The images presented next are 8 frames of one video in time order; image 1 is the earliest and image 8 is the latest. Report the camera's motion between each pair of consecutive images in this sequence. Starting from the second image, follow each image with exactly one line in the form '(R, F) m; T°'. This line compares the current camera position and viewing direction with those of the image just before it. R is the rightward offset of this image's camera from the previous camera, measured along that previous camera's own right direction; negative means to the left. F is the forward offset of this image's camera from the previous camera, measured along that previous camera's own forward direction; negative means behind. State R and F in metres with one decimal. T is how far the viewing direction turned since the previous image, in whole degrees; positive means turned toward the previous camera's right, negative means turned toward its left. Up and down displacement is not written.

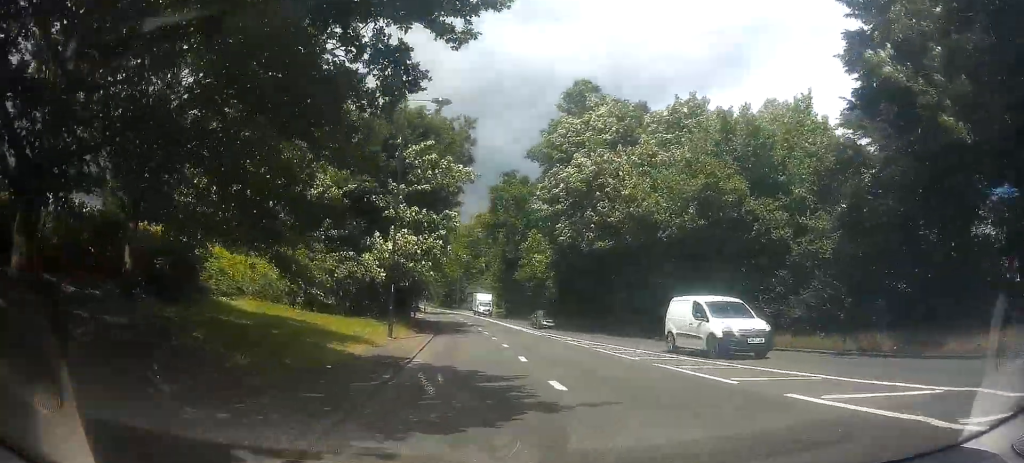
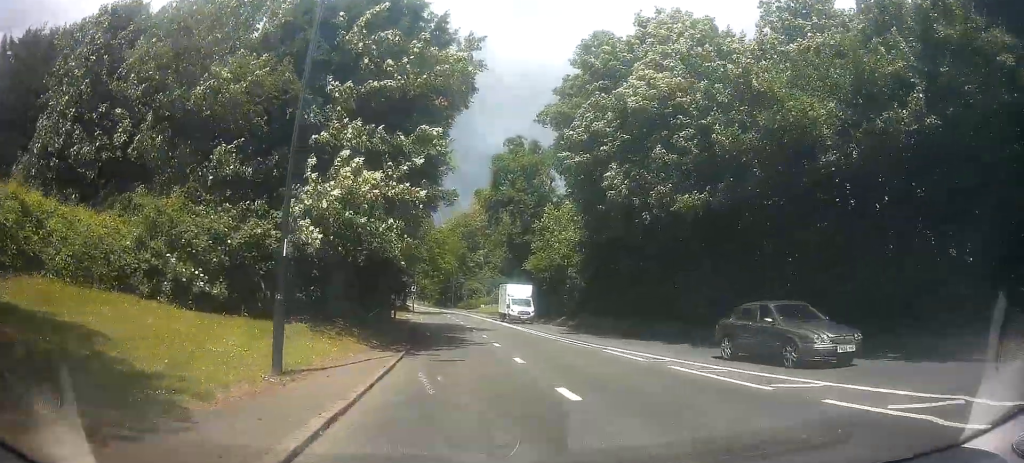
(-0.1, +13.0) m; +1°
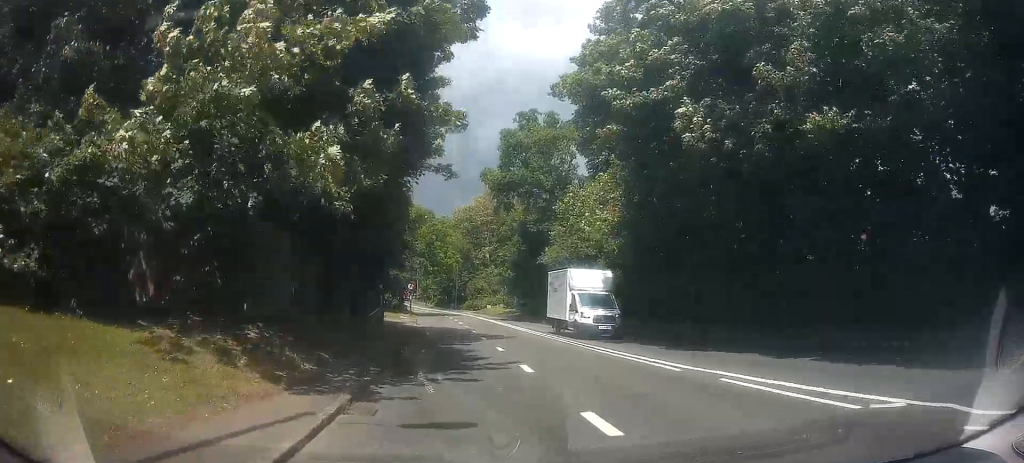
(+0.1, +8.1) m; +1°
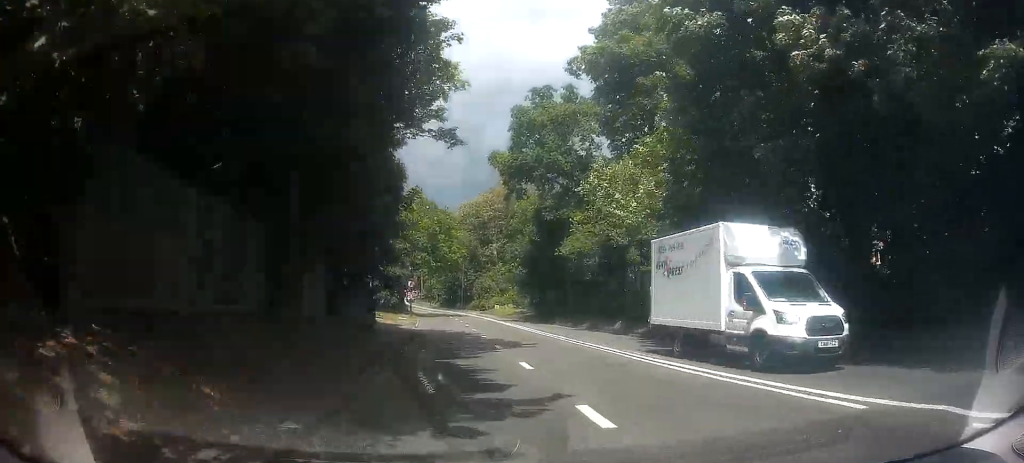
(0.0, +5.7) m; 0°
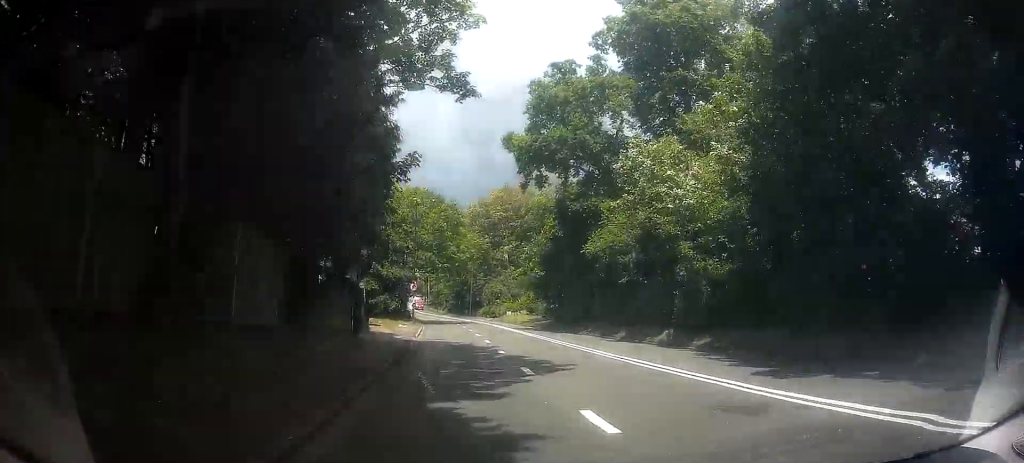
(0.0, +5.8) m; 0°
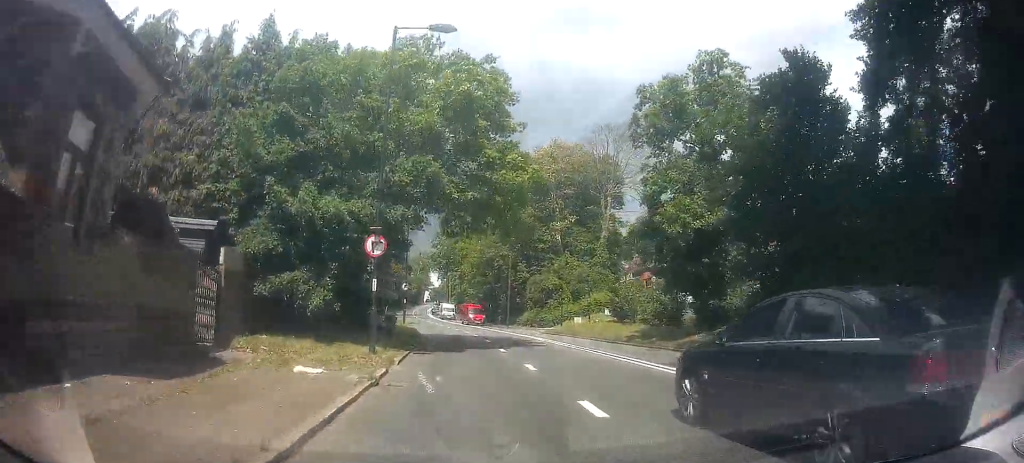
(+0.2, +29.3) m; -1°
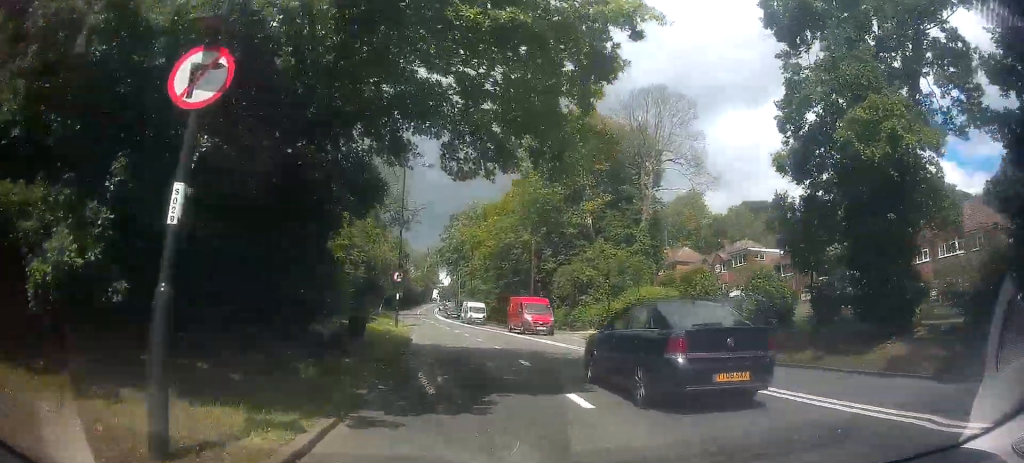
(-0.5, +11.7) m; -5°
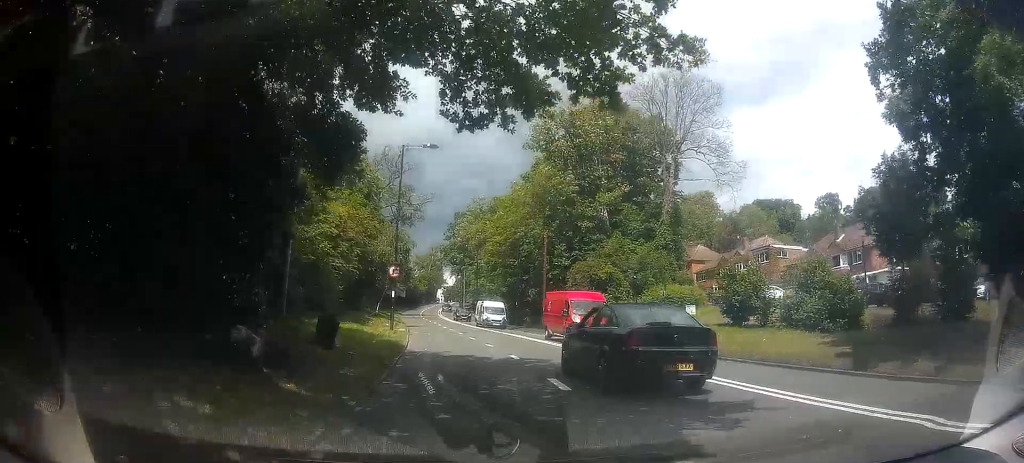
(-0.1, +4.5) m; -2°
